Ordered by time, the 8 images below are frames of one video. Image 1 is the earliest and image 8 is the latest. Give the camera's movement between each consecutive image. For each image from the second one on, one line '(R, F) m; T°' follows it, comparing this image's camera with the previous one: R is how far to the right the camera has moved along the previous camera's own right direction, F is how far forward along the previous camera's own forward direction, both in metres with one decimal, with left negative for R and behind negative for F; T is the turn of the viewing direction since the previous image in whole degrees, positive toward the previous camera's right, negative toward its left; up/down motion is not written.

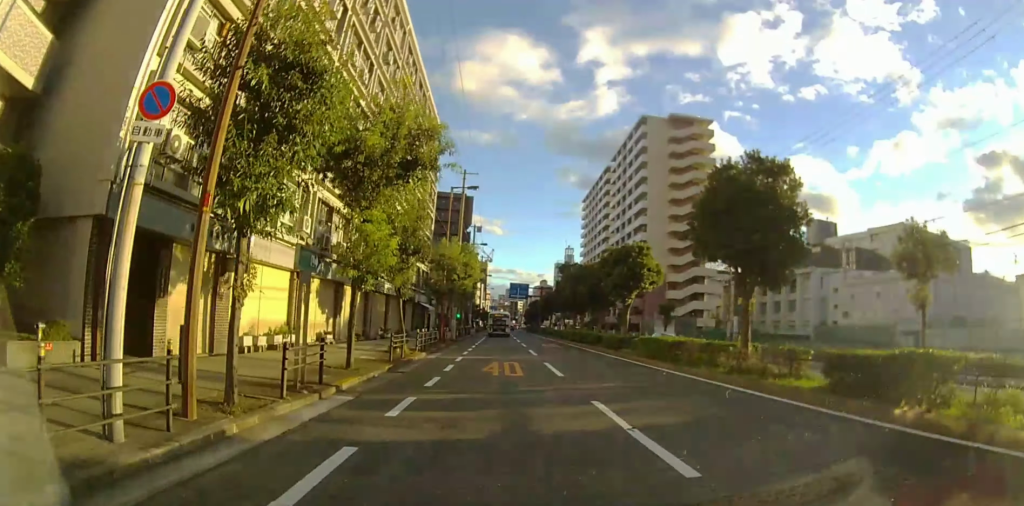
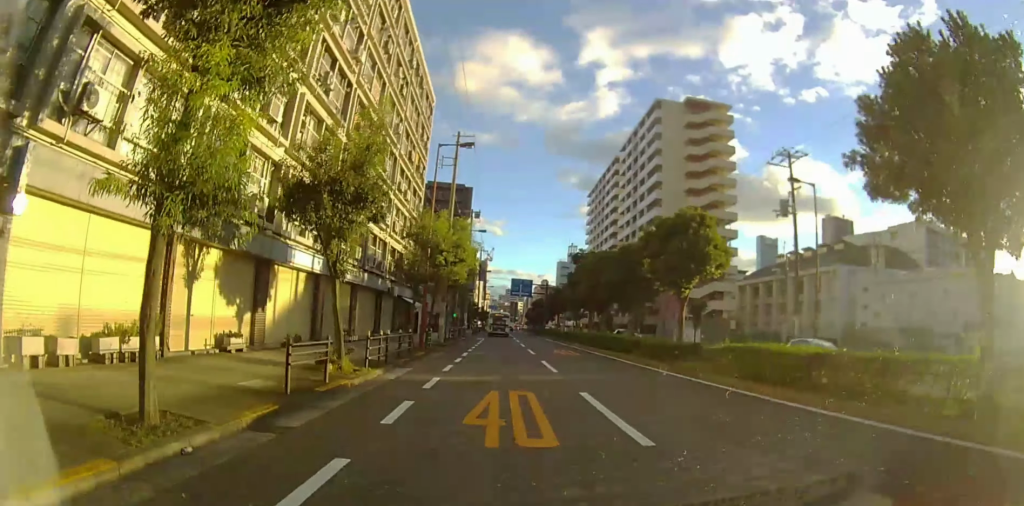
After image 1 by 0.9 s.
(0.0, +8.2) m; 0°
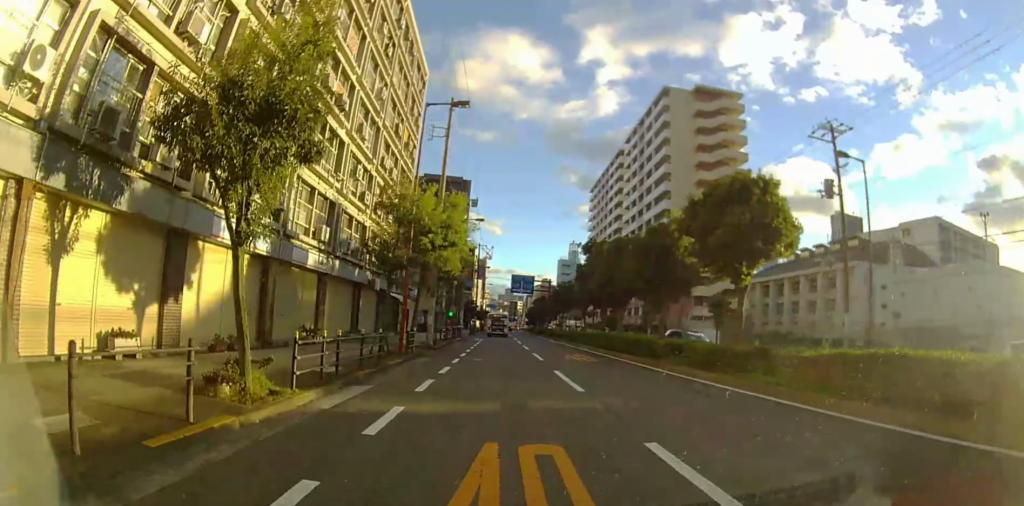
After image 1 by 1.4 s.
(0.0, +4.8) m; 0°
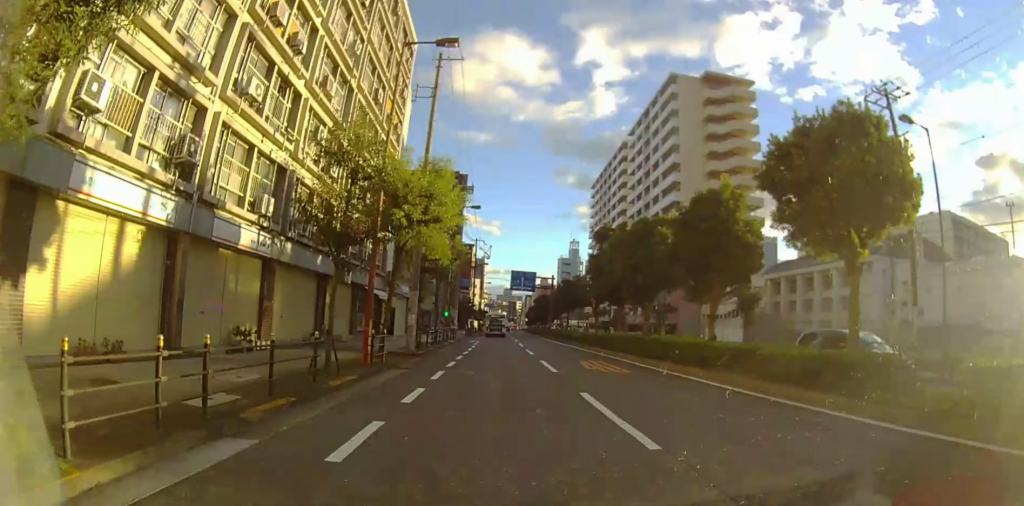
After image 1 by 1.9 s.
(0.0, +5.5) m; 0°
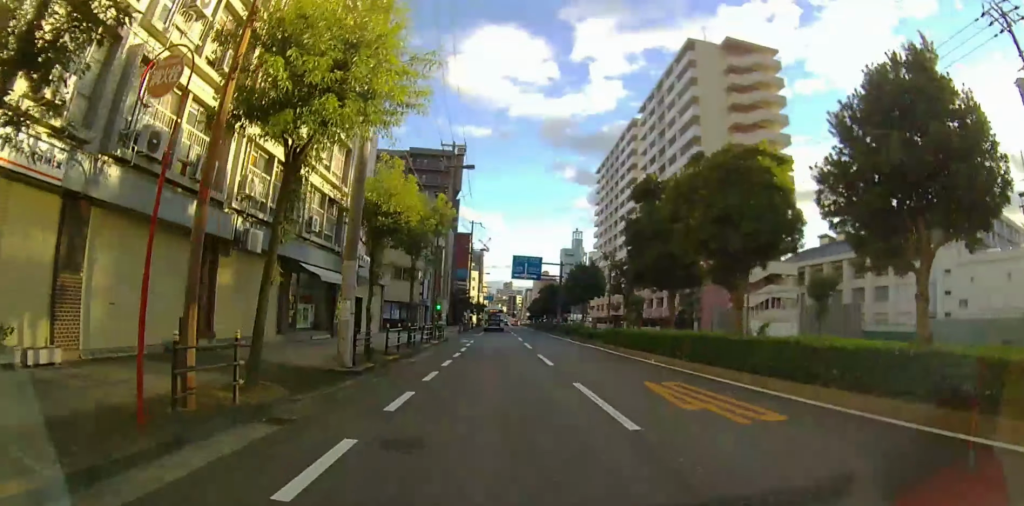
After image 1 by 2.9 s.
(0.0, +9.1) m; -1°
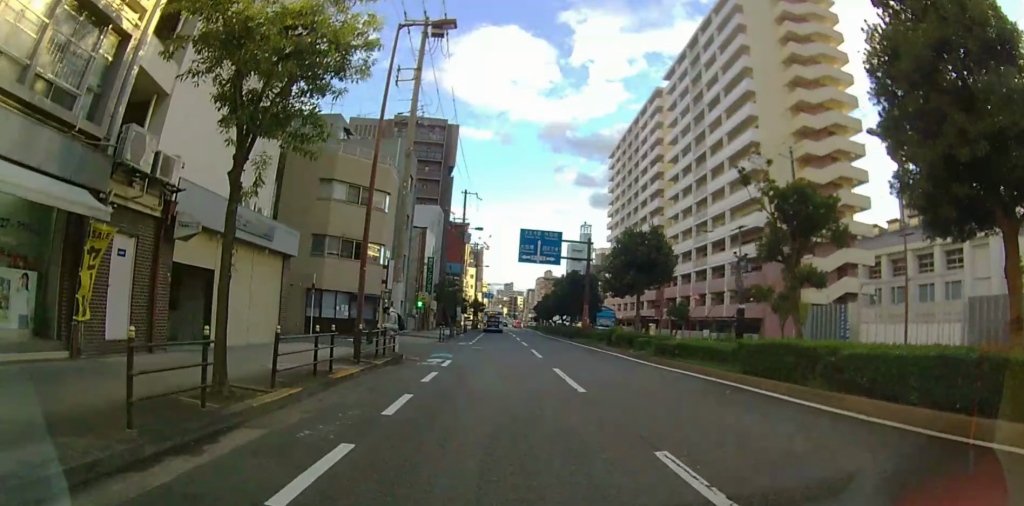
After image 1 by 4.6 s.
(-0.2, +16.5) m; 0°
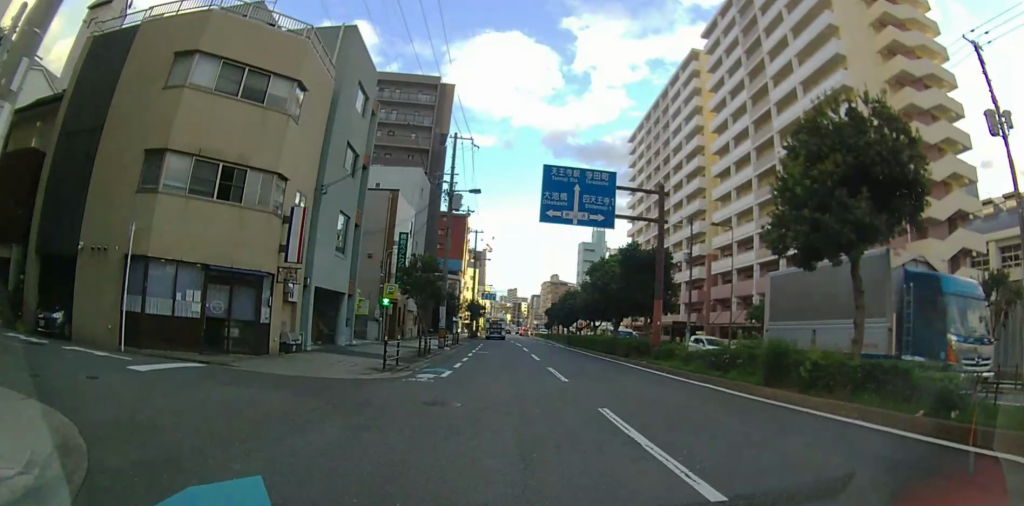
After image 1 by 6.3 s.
(+0.2, +16.2) m; +1°
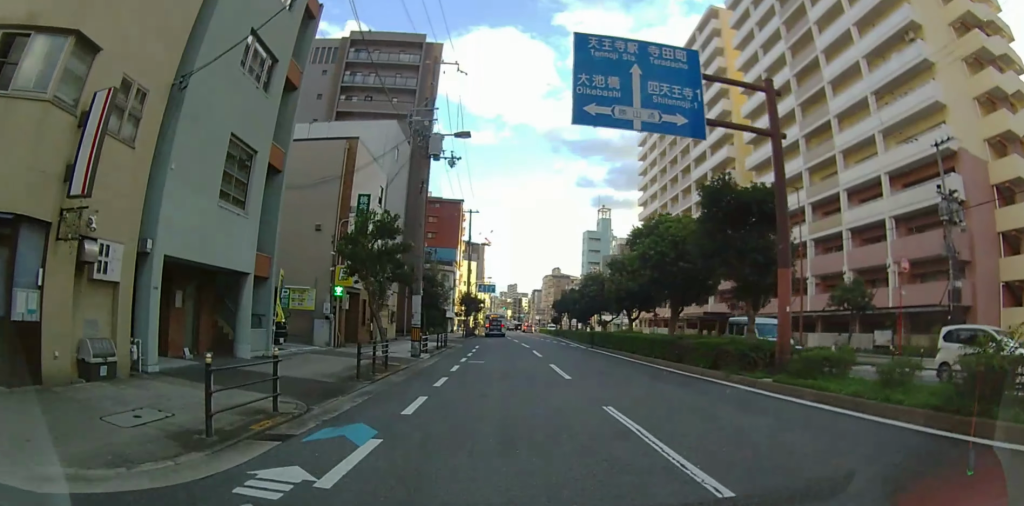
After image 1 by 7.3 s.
(0.0, +9.7) m; 0°
